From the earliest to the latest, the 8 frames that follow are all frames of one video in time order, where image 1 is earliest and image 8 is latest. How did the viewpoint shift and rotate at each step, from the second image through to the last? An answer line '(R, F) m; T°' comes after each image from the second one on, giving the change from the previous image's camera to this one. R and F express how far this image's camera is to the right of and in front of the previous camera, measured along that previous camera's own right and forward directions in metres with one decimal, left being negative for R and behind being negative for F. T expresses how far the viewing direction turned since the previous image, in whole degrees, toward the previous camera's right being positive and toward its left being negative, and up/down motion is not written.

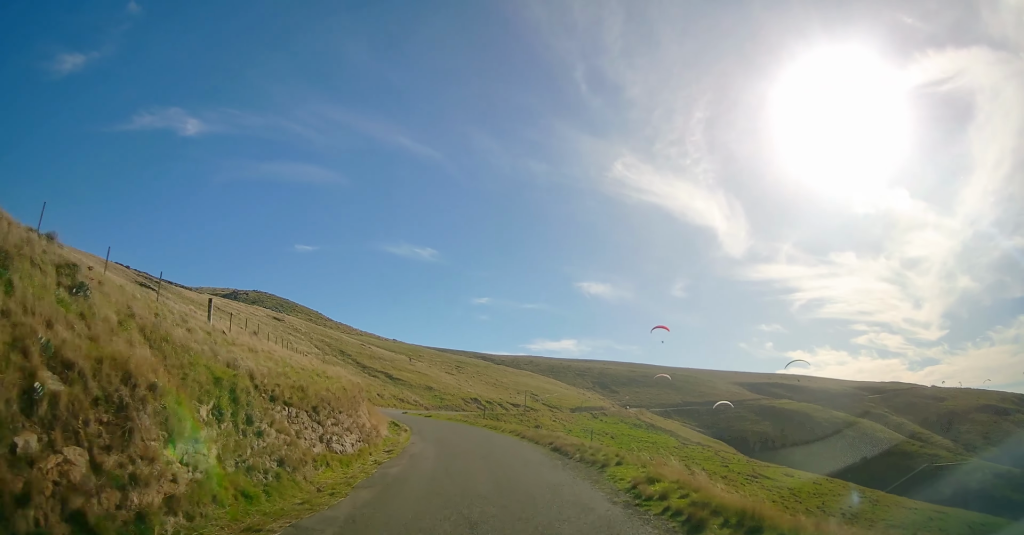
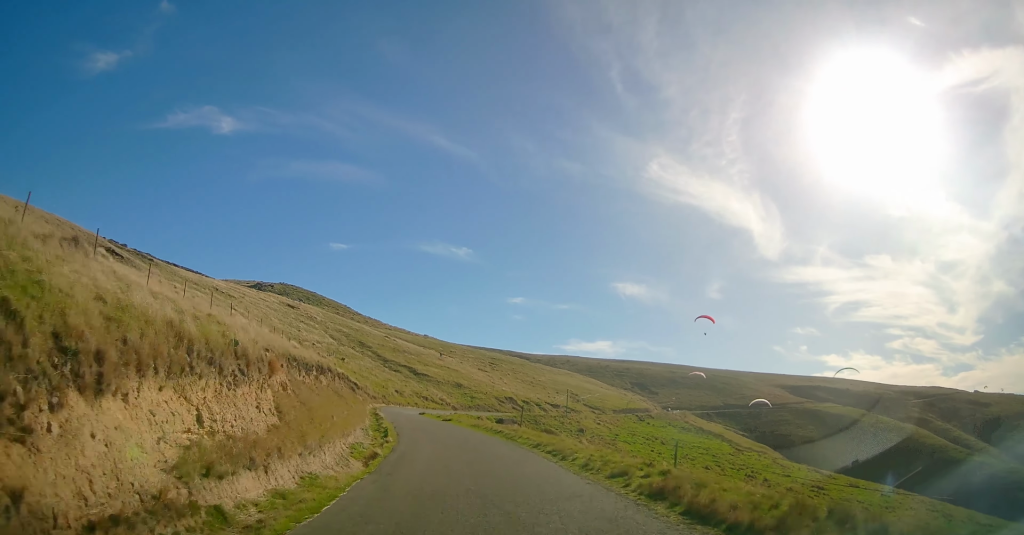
(-0.5, +16.7) m; -6°
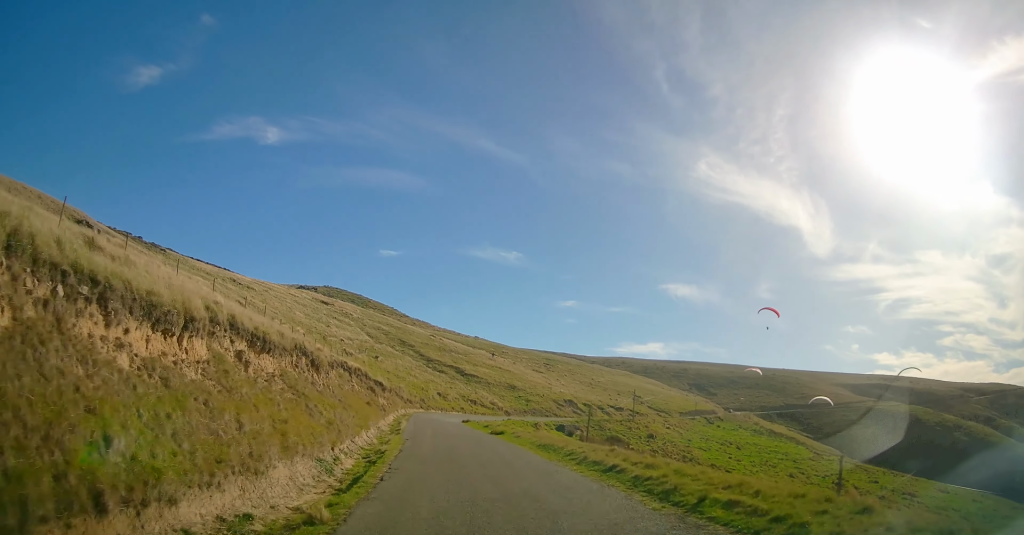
(-0.8, +14.2) m; -7°
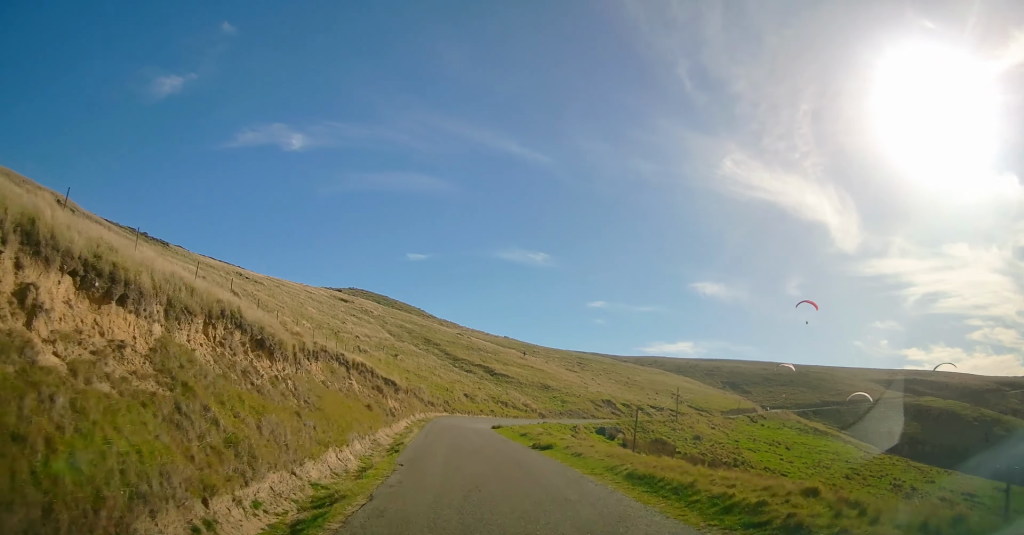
(-0.5, +8.6) m; -1°
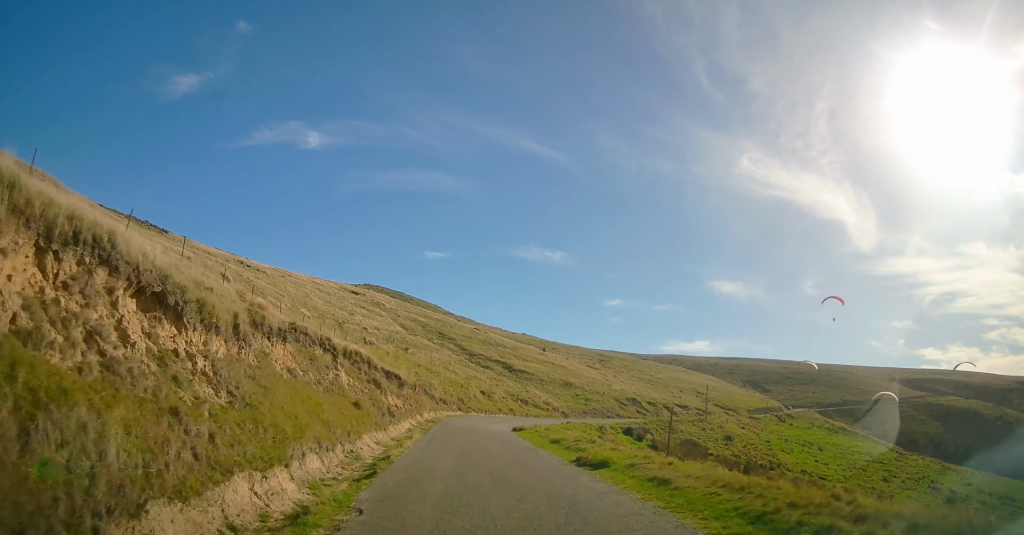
(-0.1, +6.1) m; -1°
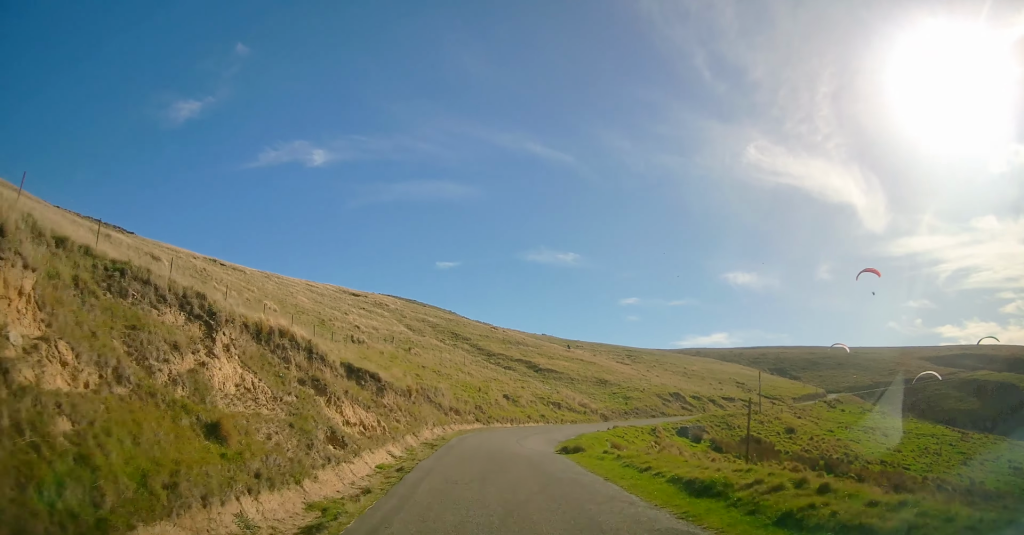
(0.0, +12.6) m; -1°
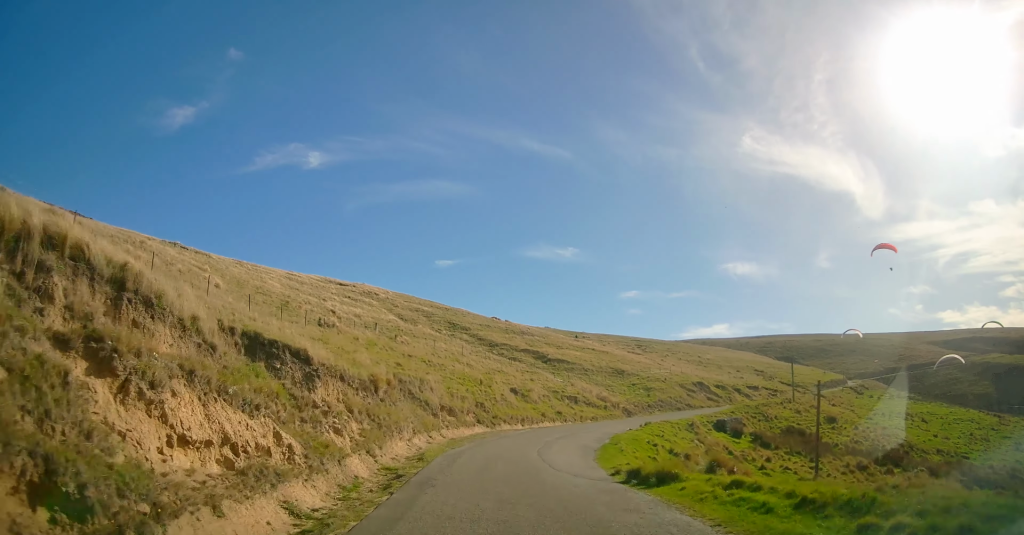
(-0.4, +9.2) m; 0°
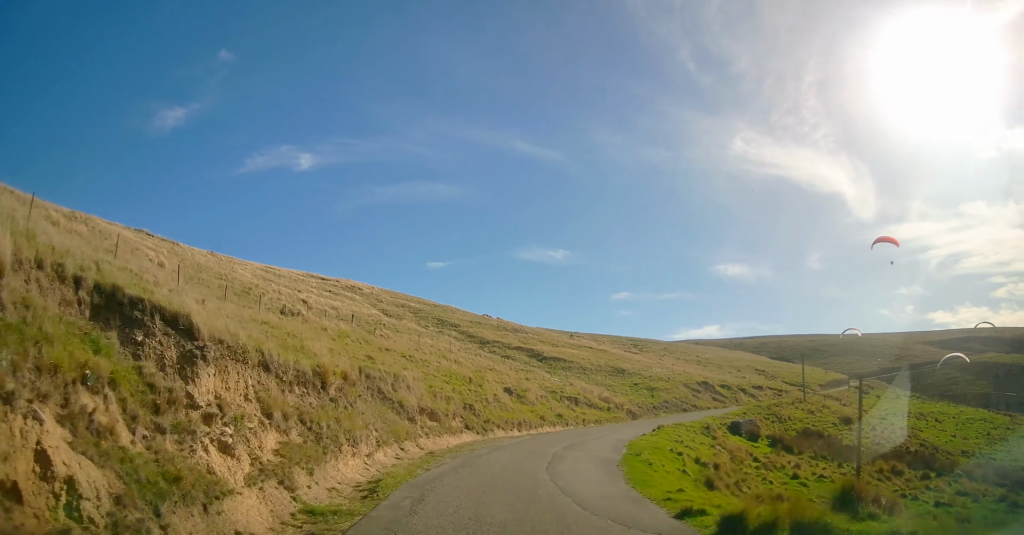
(+0.3, +5.1) m; +2°
